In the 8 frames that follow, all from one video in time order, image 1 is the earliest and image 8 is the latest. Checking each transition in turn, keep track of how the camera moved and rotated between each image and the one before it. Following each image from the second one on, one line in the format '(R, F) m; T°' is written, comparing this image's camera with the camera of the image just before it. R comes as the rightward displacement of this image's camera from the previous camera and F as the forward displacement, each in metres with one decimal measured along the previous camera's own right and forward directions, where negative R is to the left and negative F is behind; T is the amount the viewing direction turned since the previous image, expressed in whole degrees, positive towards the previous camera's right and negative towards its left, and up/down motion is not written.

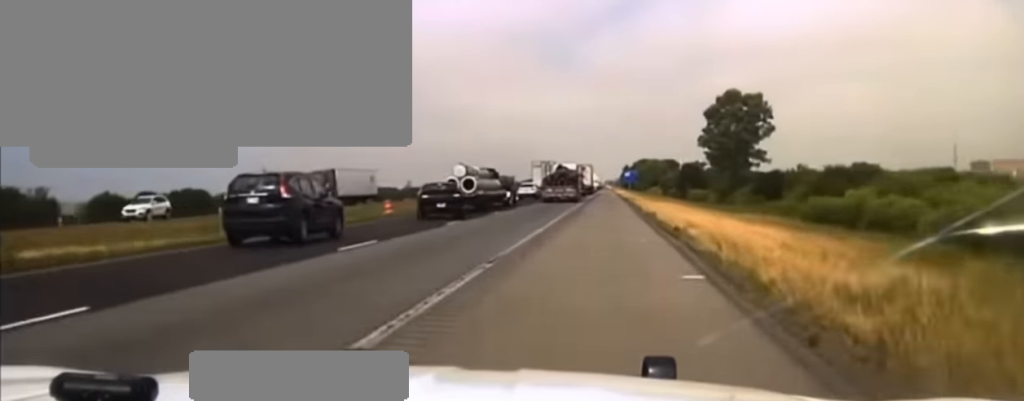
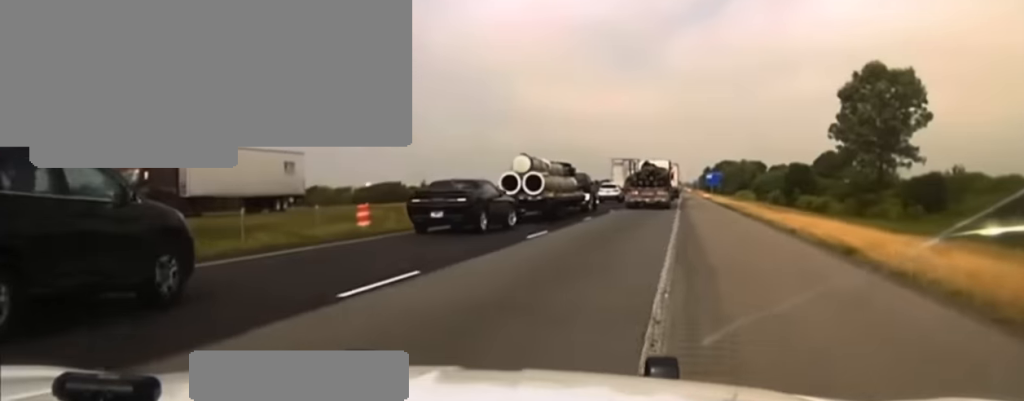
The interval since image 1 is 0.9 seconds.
(+0.7, +17.0) m; +2°
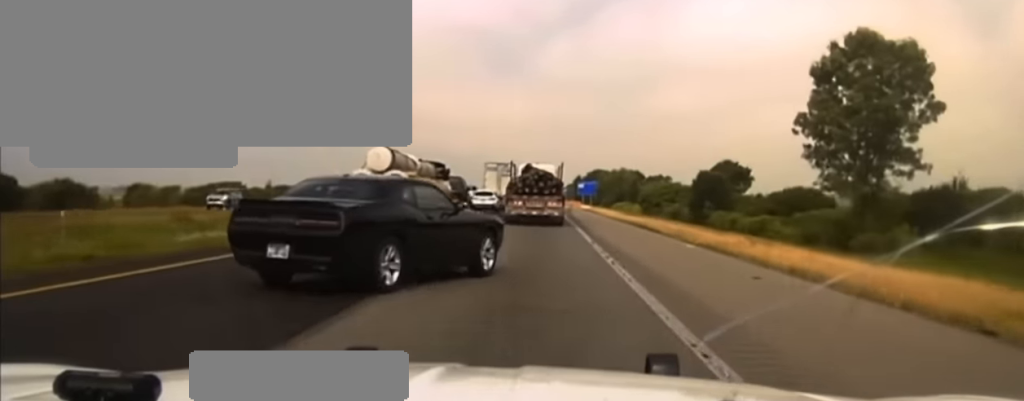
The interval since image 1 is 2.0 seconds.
(+0.1, +18.9) m; 0°
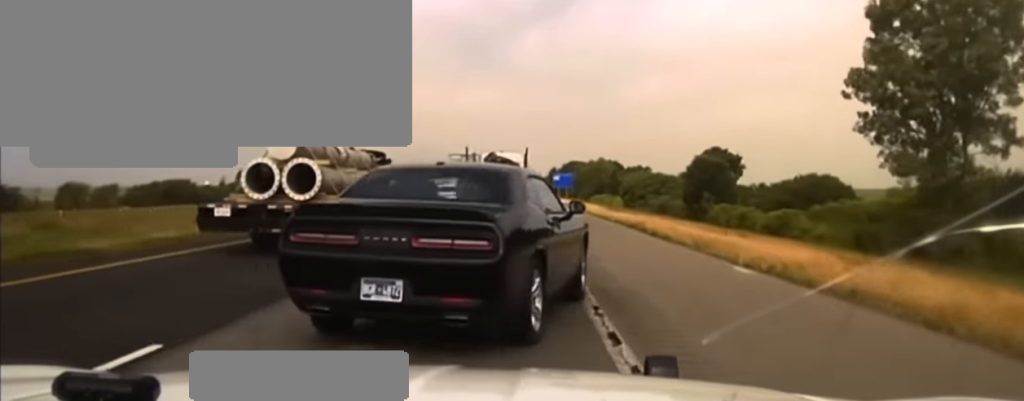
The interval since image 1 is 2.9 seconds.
(0.0, +13.2) m; 0°
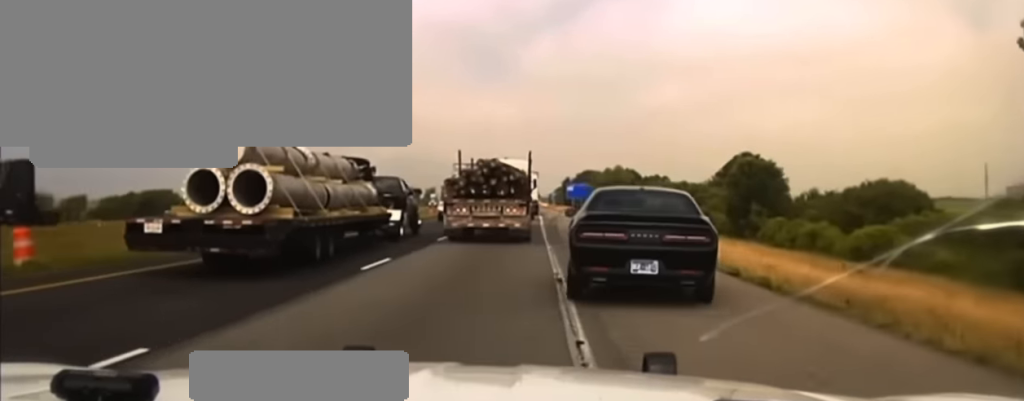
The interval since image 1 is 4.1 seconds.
(0.0, +17.2) m; 0°
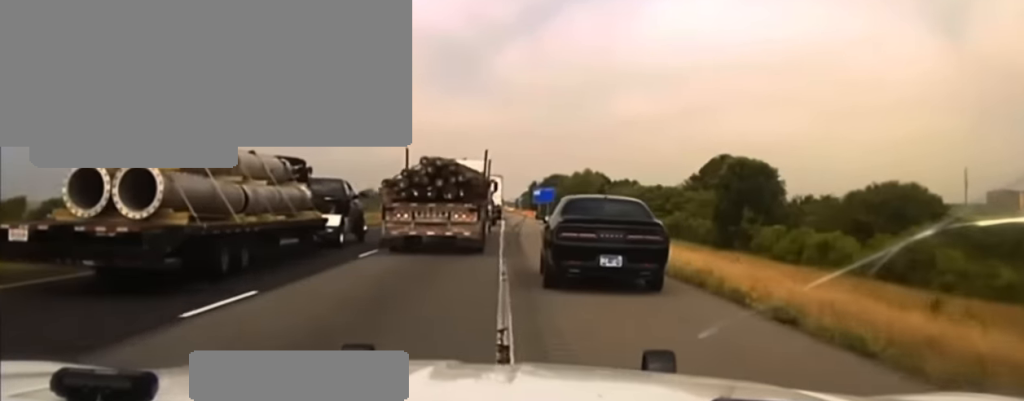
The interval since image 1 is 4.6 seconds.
(0.0, +8.0) m; 0°
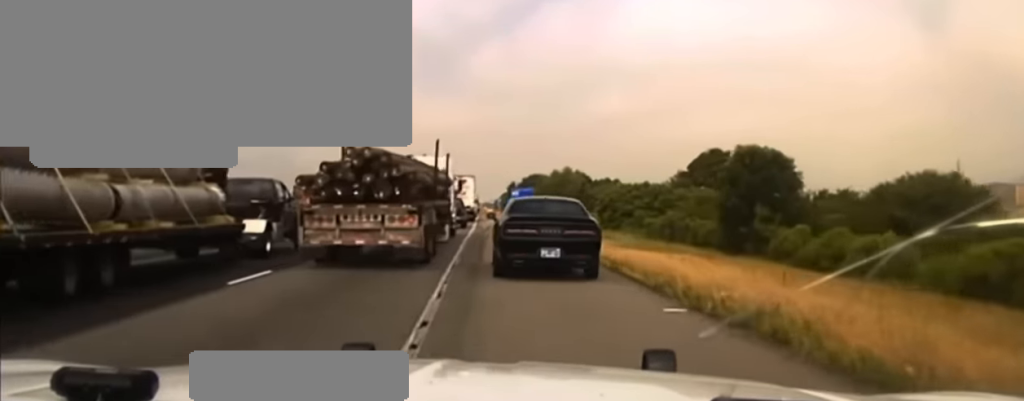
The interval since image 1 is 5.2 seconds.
(0.0, +8.4) m; 0°
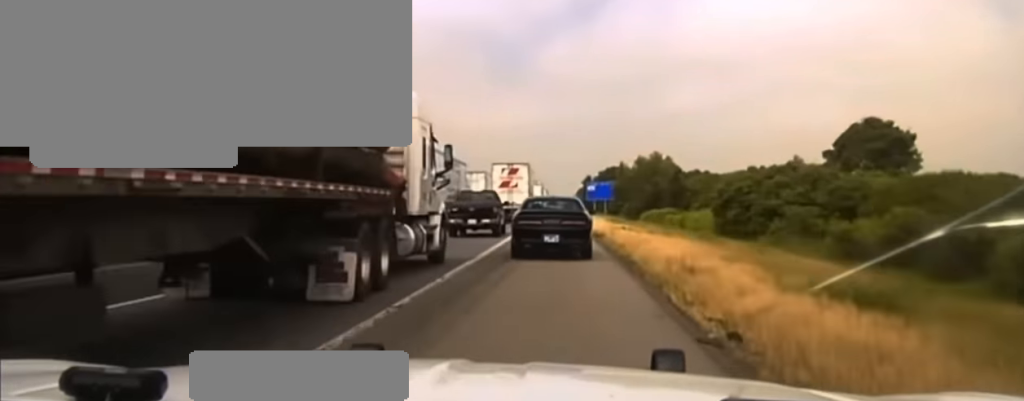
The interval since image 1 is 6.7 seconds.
(0.0, +28.0) m; 0°
